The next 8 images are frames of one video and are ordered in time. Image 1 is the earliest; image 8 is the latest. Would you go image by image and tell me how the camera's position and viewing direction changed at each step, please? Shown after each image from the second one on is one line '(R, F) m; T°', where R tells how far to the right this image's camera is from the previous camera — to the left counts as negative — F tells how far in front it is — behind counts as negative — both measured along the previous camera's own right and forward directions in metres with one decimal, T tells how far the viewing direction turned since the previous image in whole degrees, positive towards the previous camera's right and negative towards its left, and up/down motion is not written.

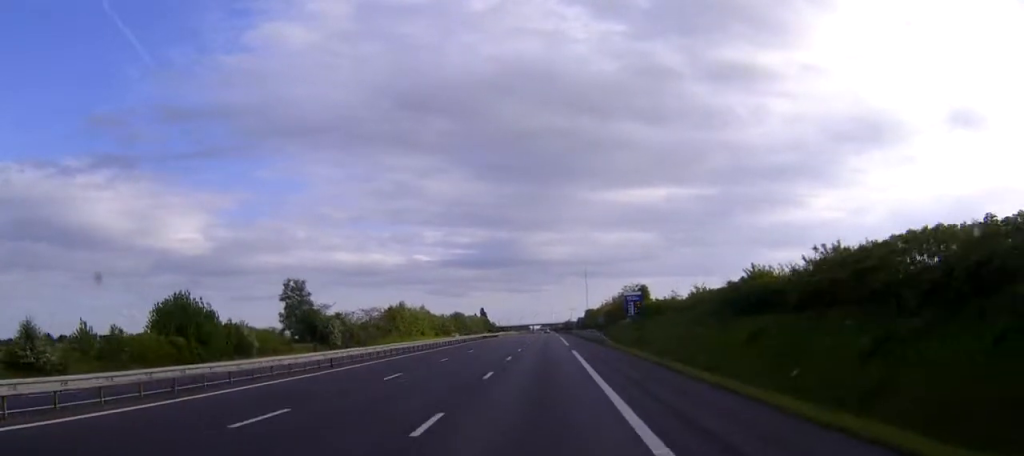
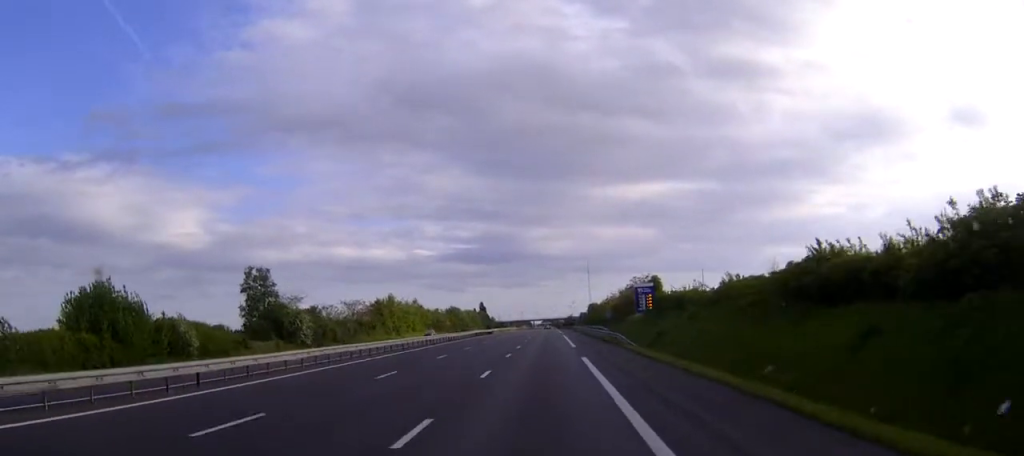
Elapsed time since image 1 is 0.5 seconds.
(0.0, +14.6) m; 0°
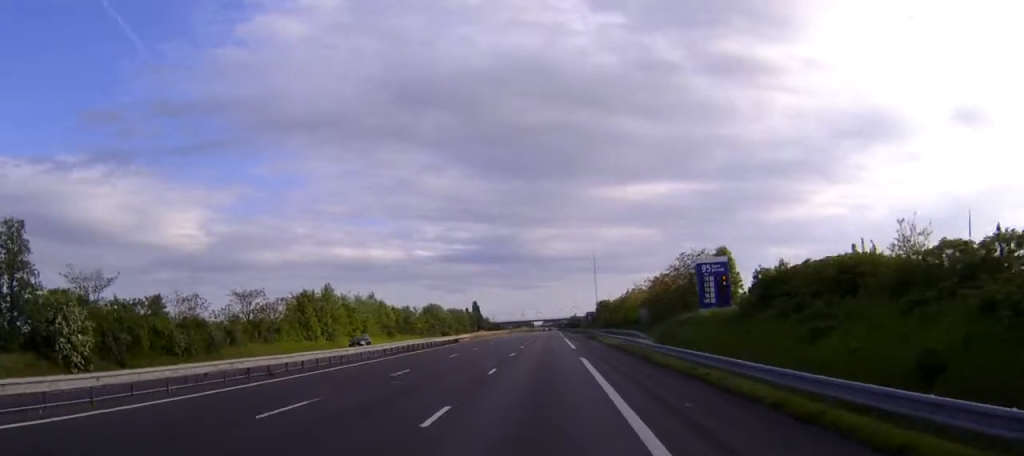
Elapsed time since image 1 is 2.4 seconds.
(-0.1, +50.0) m; 0°
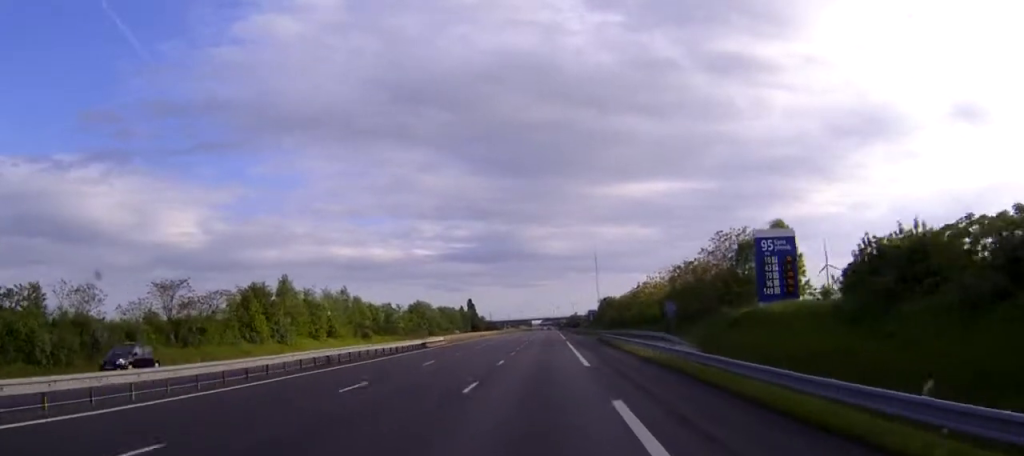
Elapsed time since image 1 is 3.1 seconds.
(0.0, +20.0) m; 0°
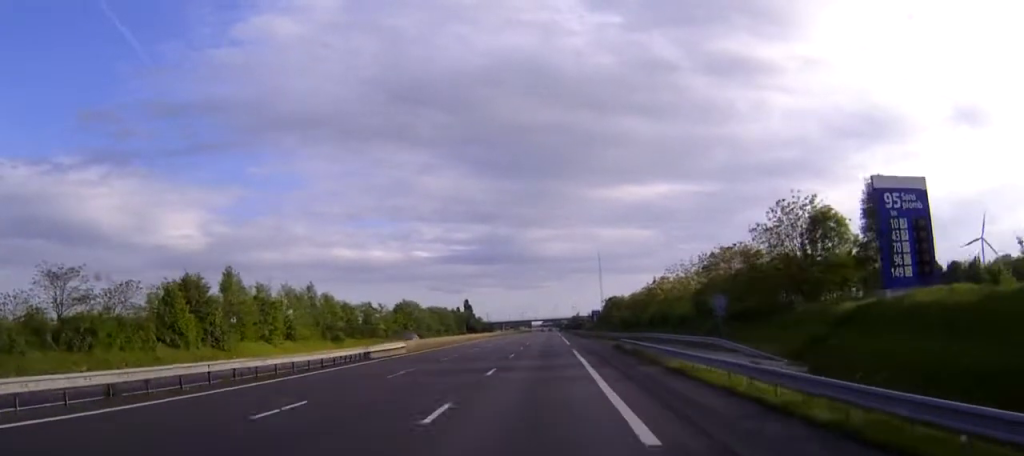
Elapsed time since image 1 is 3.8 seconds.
(0.0, +19.1) m; 0°
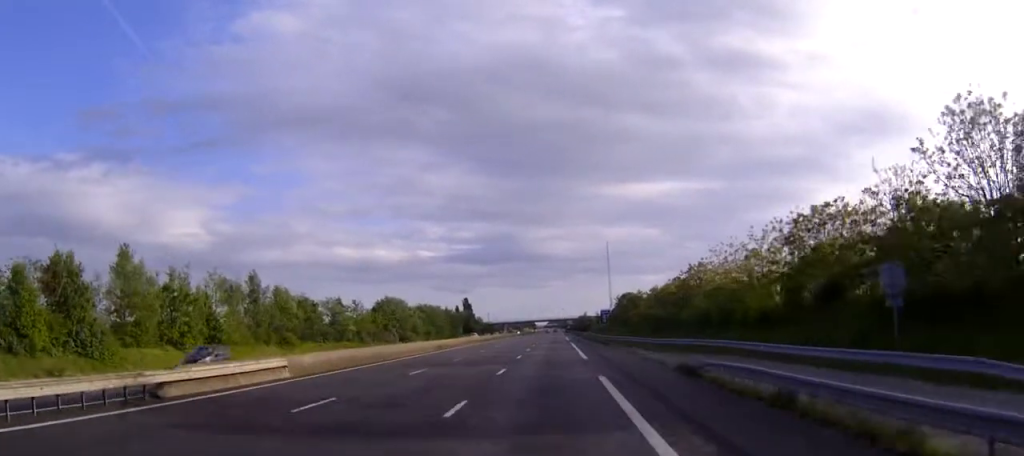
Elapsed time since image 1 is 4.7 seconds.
(0.0, +24.6) m; 0°
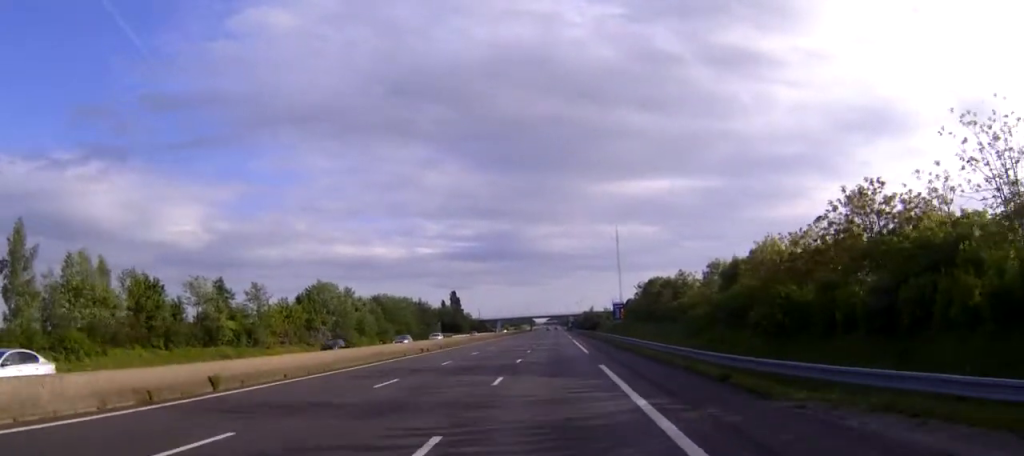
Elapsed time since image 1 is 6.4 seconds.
(-0.2, +46.5) m; 0°
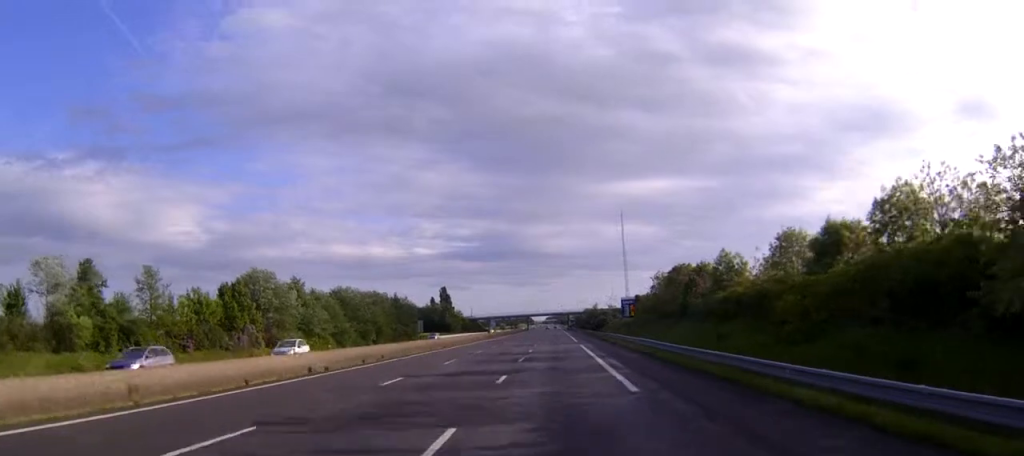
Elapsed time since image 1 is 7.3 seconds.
(0.0, +25.4) m; 0°
